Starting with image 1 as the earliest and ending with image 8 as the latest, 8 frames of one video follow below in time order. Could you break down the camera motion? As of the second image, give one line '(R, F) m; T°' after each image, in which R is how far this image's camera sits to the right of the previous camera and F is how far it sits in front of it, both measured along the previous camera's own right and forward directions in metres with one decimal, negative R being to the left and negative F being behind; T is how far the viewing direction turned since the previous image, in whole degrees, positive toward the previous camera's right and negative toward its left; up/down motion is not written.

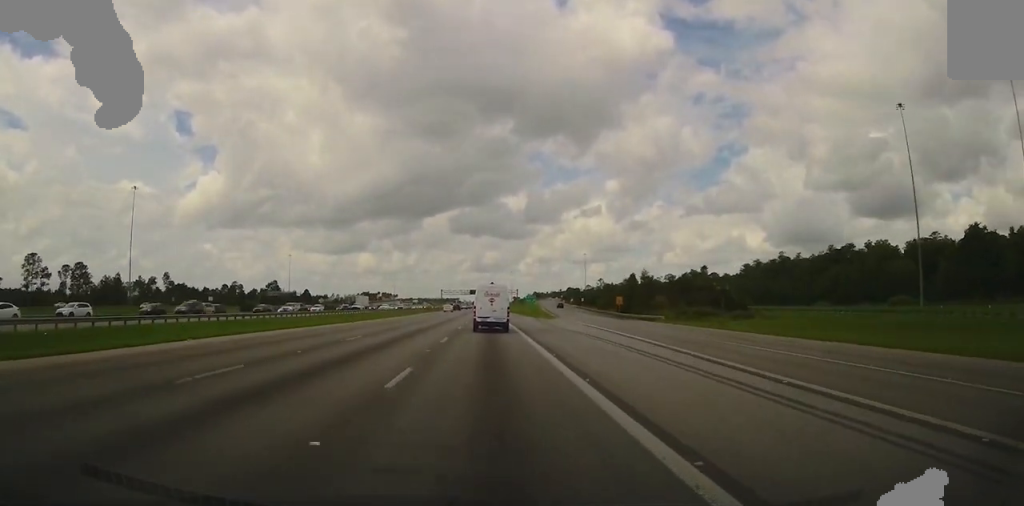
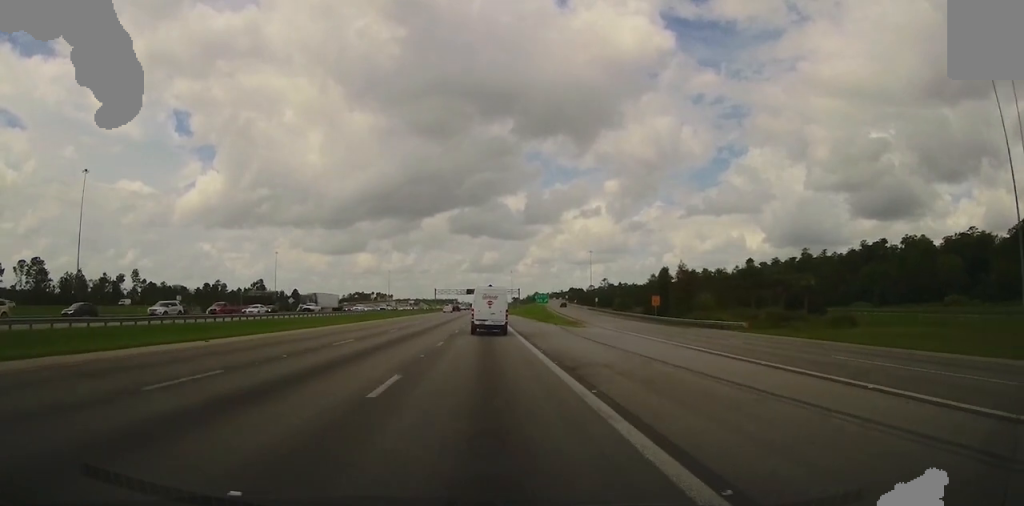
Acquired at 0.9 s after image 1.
(0.0, +24.9) m; 0°
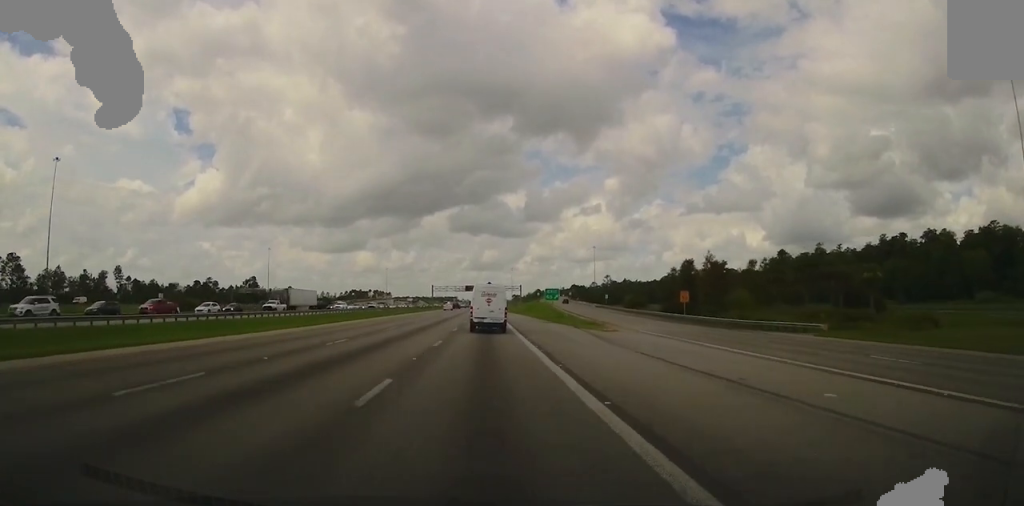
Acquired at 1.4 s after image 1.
(0.0, +12.8) m; 0°
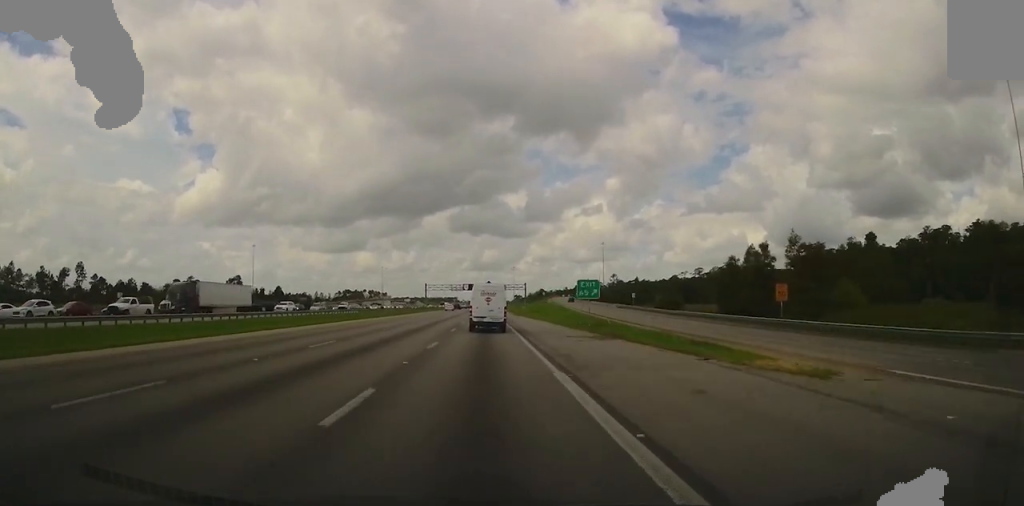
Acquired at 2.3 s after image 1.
(+0.3, +25.5) m; 0°
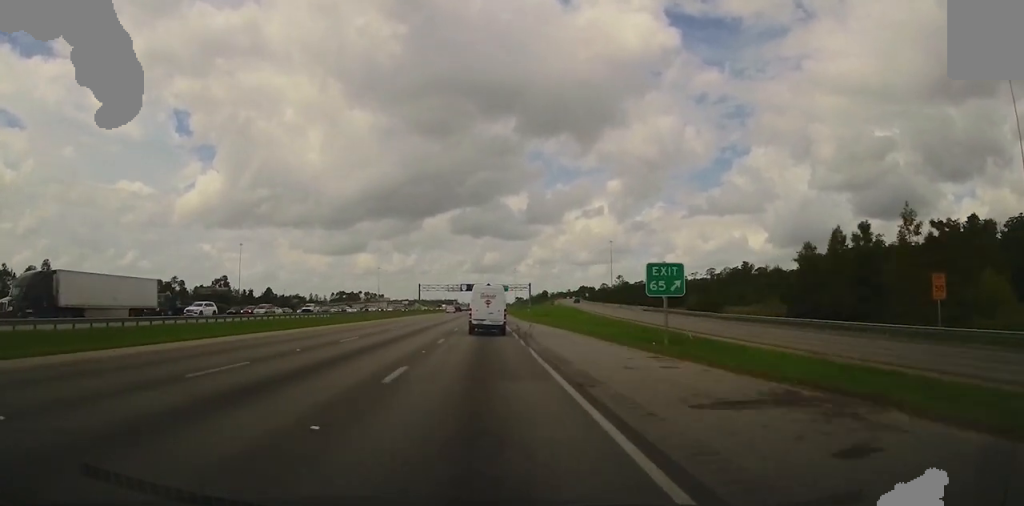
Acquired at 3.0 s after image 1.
(-0.3, +20.1) m; -1°
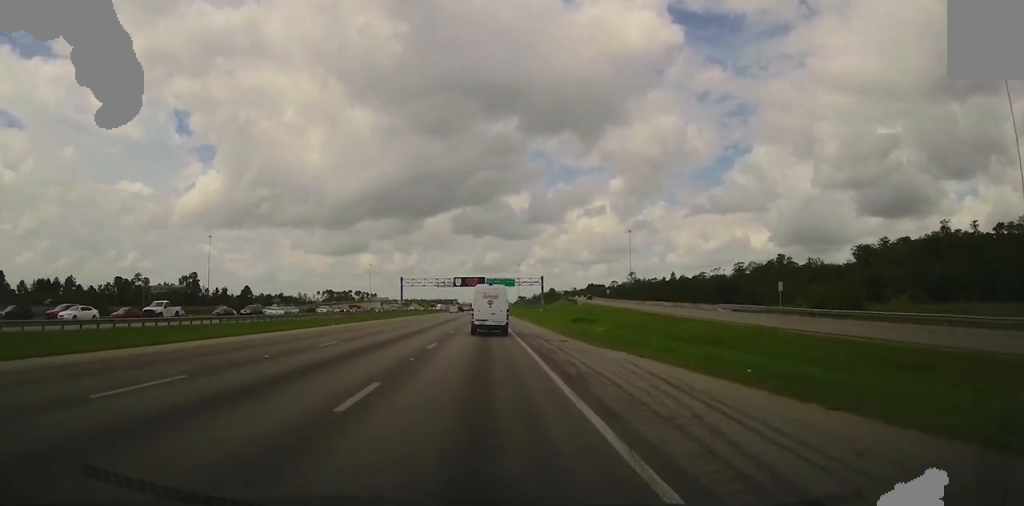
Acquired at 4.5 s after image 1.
(-0.1, +39.4) m; 0°
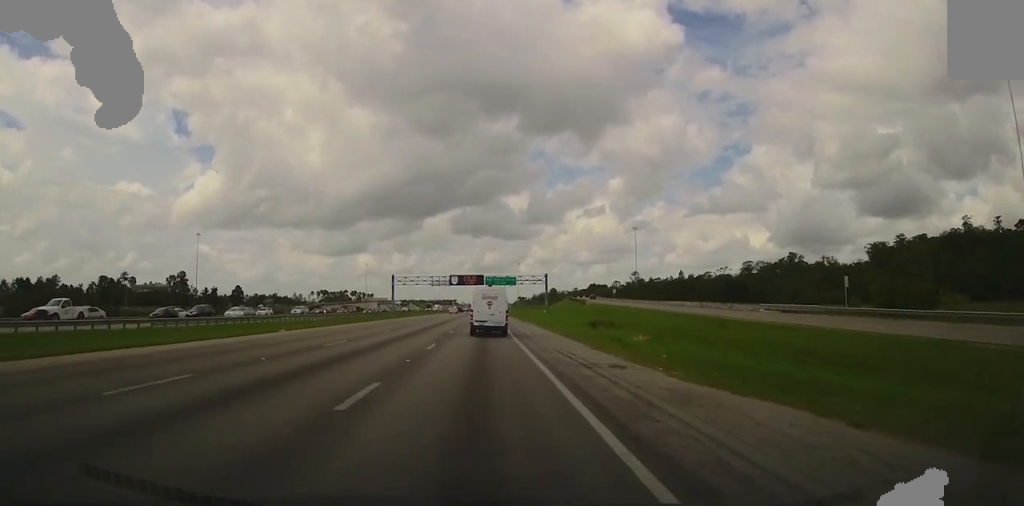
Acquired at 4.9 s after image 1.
(0.0, +12.0) m; 0°
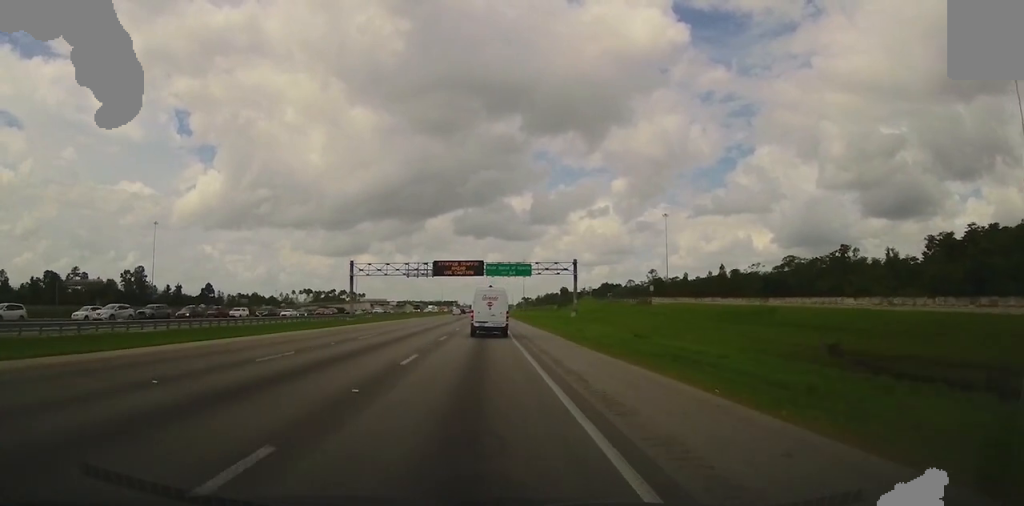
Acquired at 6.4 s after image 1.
(-0.4, +41.6) m; 0°
